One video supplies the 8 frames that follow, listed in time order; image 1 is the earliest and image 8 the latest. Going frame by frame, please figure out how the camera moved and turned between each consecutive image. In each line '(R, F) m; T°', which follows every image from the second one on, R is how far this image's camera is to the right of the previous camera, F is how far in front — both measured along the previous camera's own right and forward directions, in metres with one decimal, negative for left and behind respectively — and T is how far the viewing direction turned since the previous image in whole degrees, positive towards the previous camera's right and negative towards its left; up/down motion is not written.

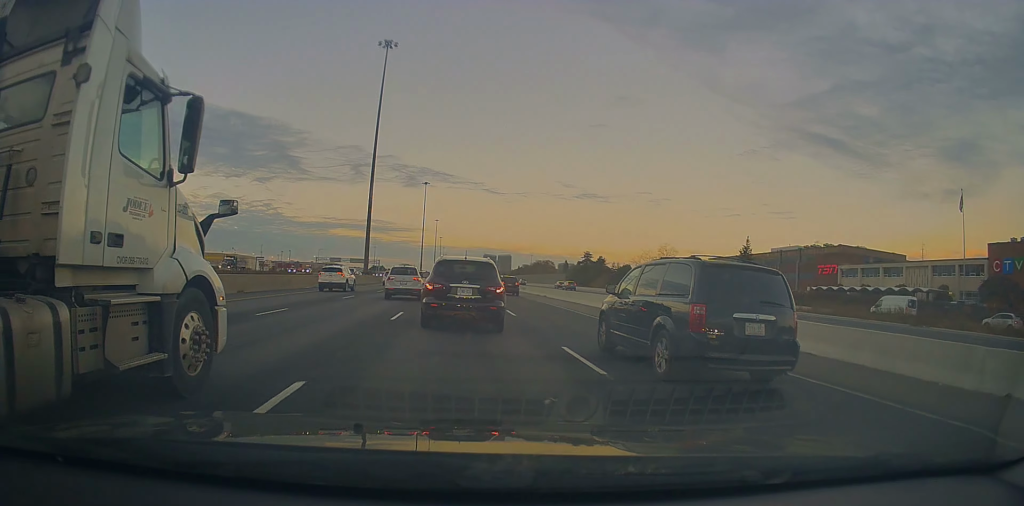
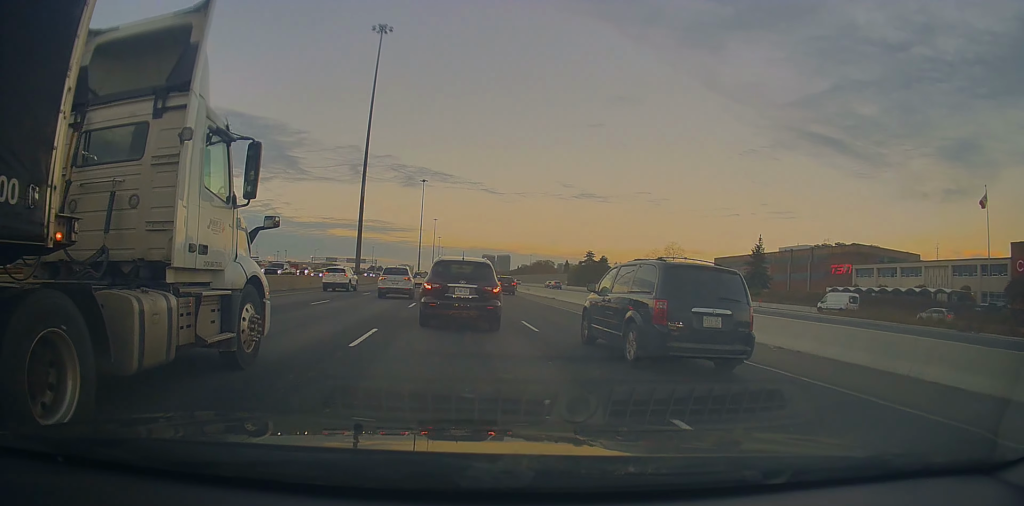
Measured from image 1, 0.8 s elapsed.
(0.0, +5.8) m; +2°
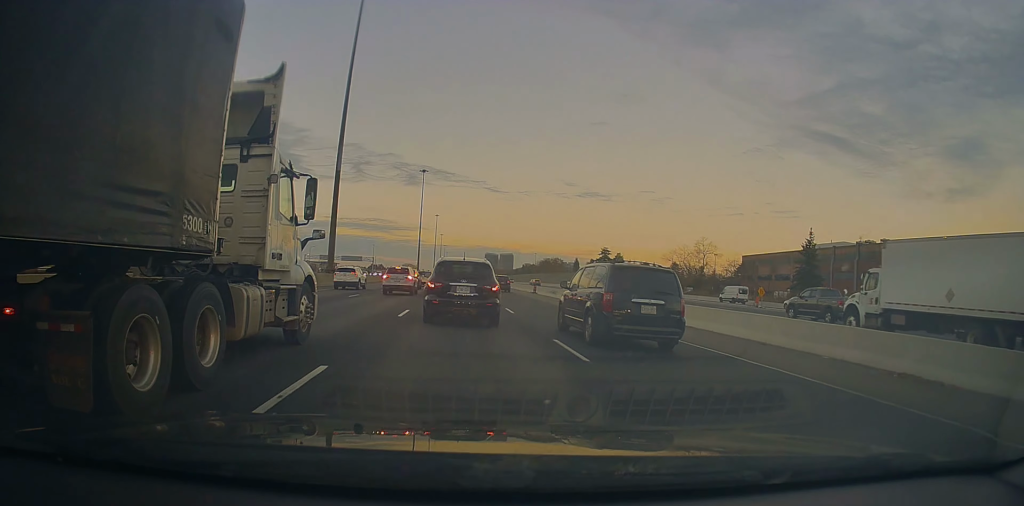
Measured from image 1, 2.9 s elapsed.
(+0.9, +17.5) m; +3°
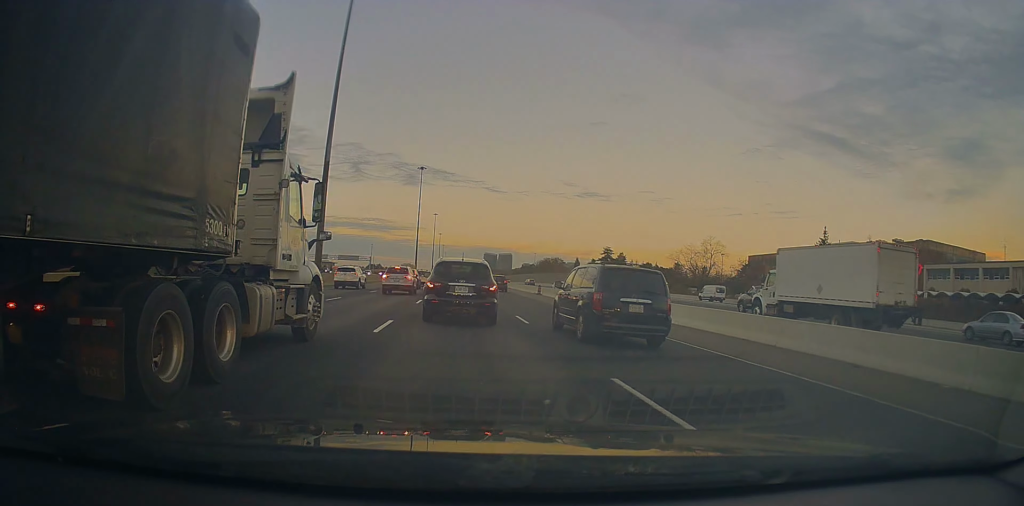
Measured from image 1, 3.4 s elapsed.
(0.0, +4.7) m; -1°
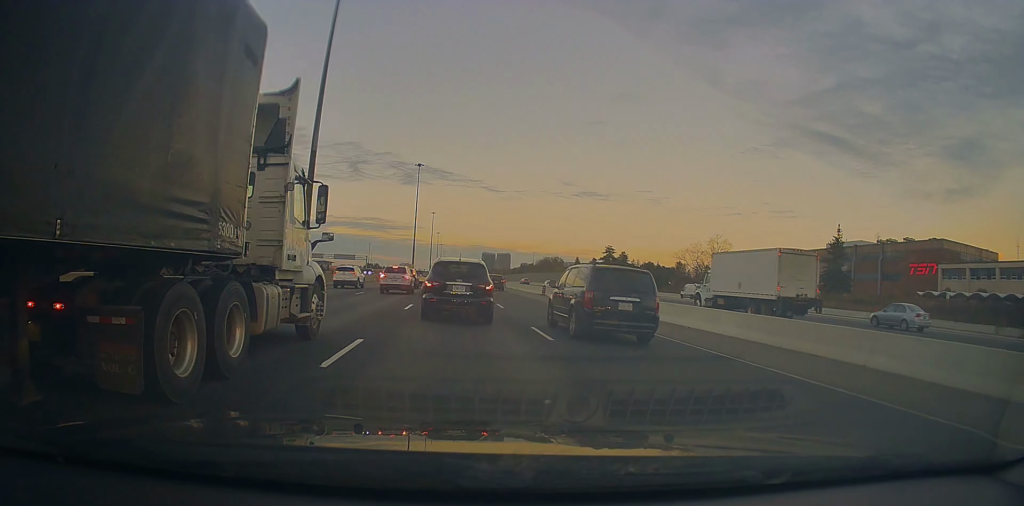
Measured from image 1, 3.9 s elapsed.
(-0.1, +4.5) m; -2°
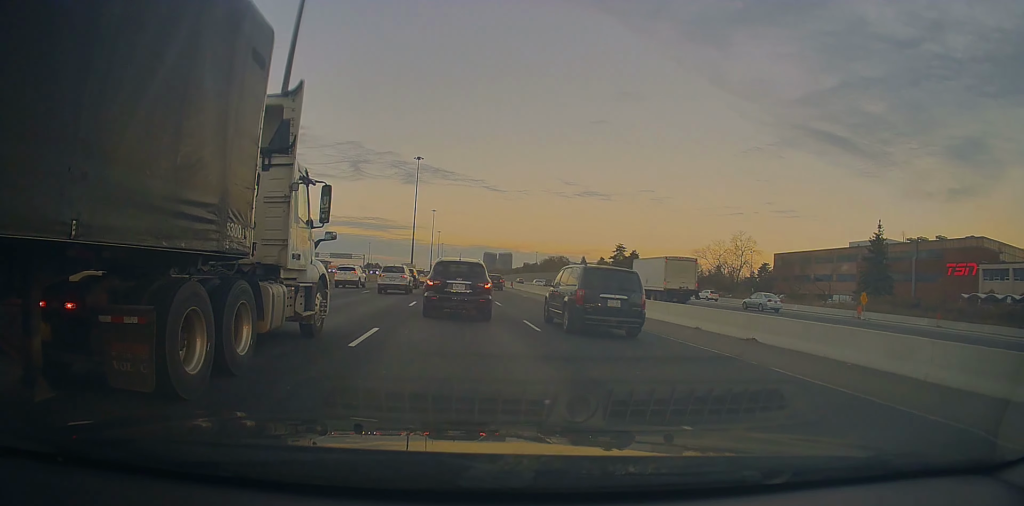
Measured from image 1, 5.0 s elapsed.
(-0.4, +10.3) m; +2°
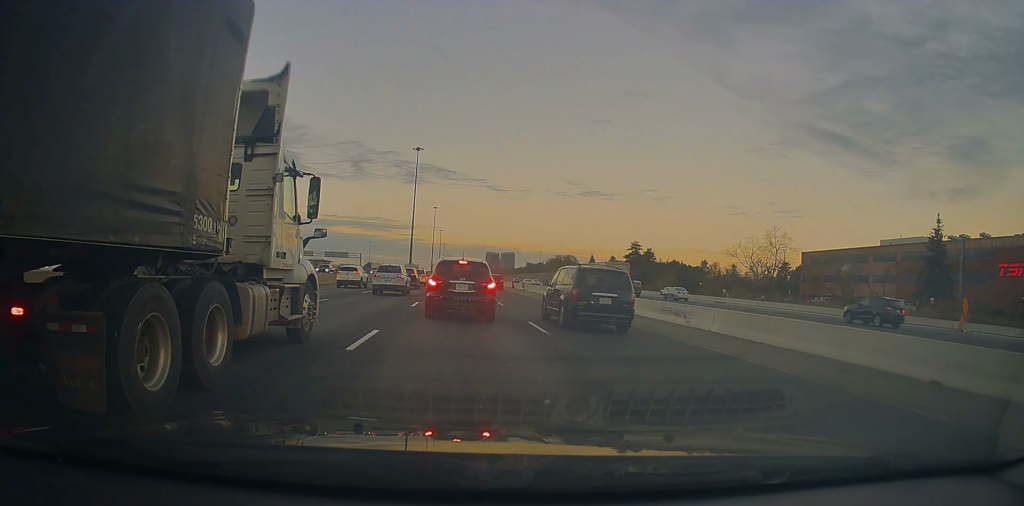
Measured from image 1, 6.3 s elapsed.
(+1.0, +12.6) m; +1°
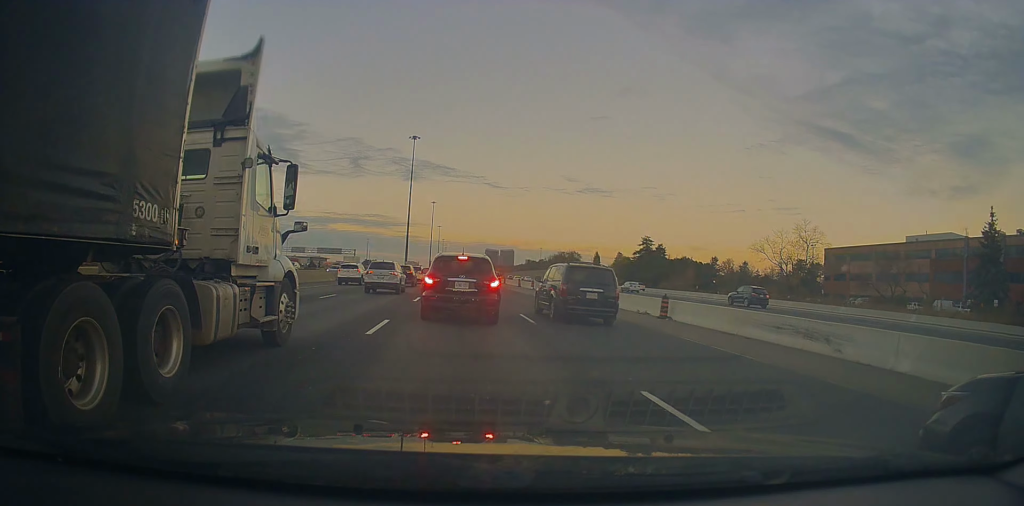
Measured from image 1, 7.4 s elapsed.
(-1.0, +10.1) m; -1°
